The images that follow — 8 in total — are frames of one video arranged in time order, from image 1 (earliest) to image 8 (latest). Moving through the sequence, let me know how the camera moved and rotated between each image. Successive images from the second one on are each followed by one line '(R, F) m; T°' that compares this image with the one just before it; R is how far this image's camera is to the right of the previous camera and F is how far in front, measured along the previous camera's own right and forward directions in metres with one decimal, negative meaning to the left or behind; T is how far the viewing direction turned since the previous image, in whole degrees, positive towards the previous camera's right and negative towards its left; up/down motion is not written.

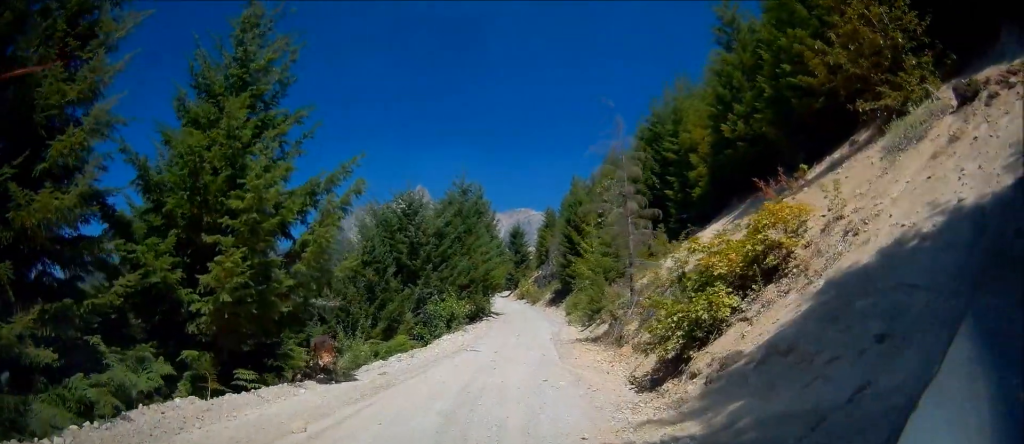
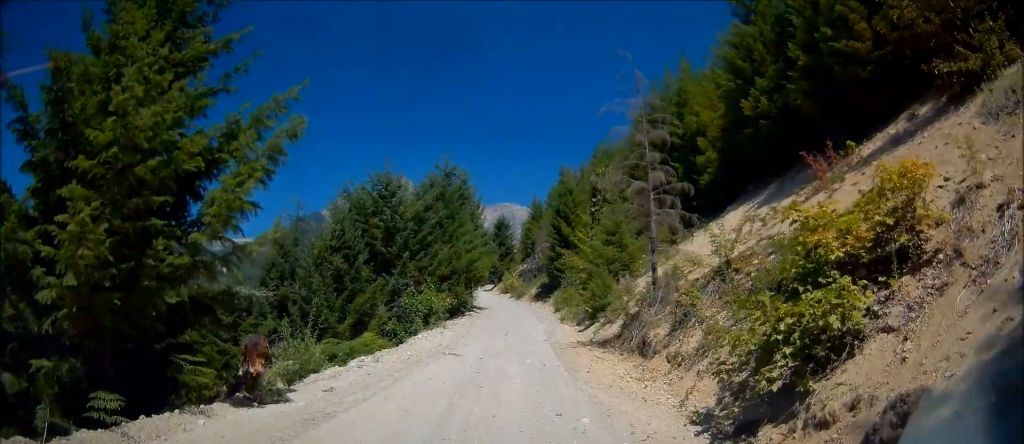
(+0.3, +4.2) m; +2°
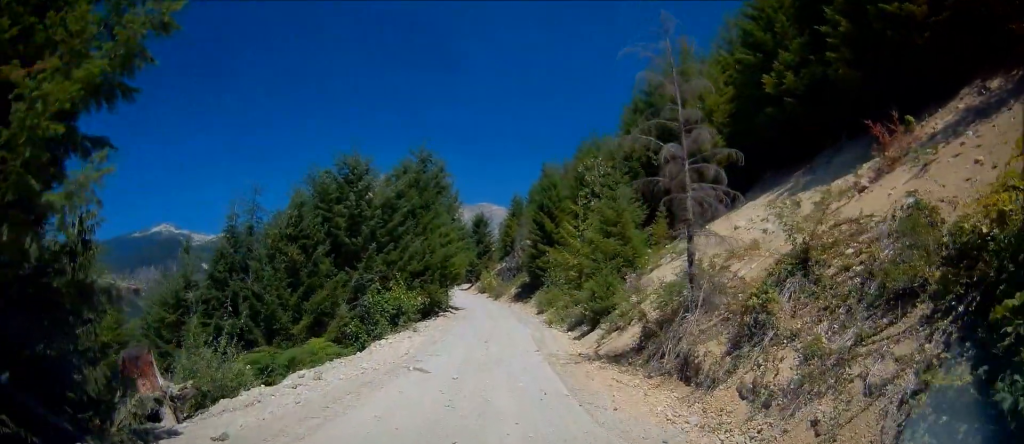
(0.0, +4.2) m; +1°
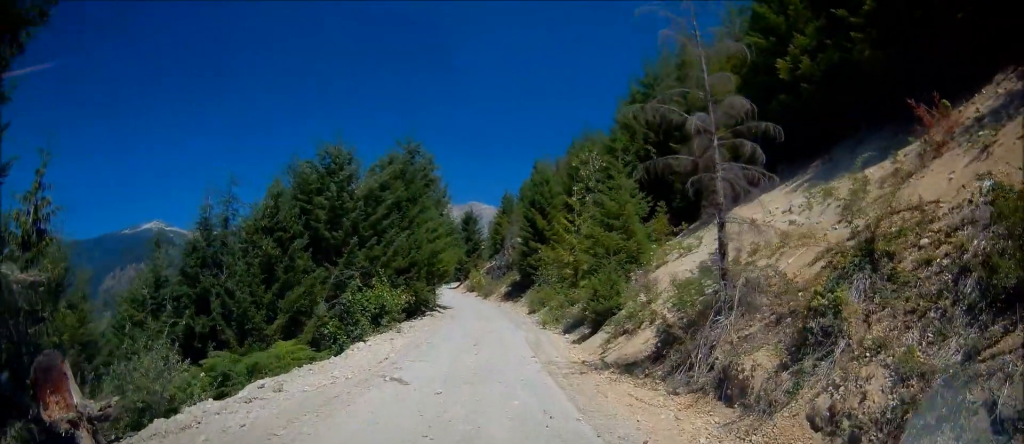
(-0.2, +2.0) m; 0°
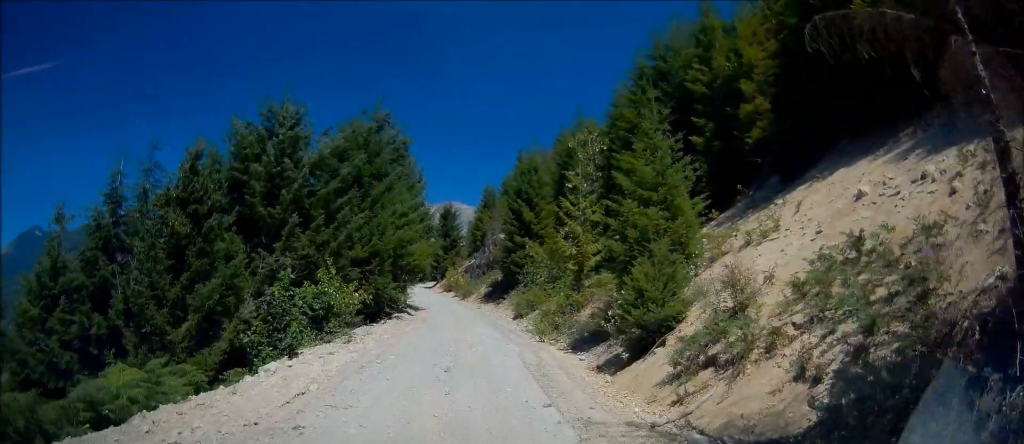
(+0.5, +6.4) m; +5°
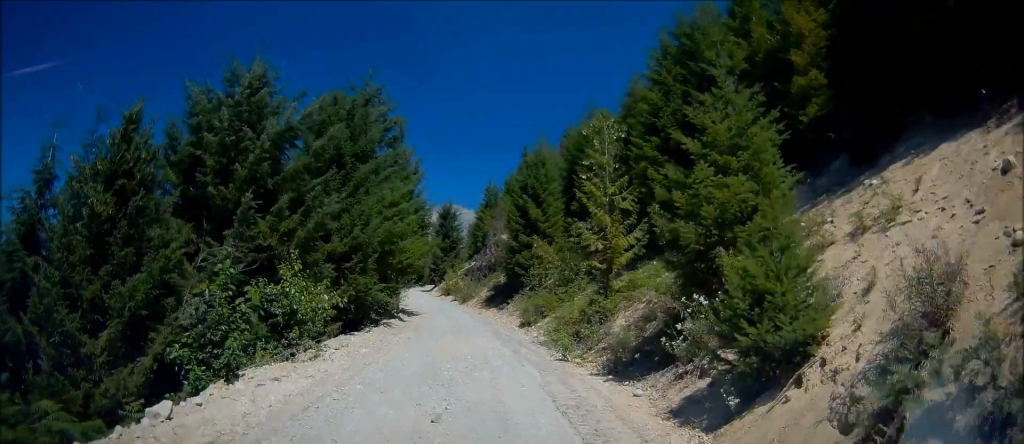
(0.0, +4.6) m; -2°
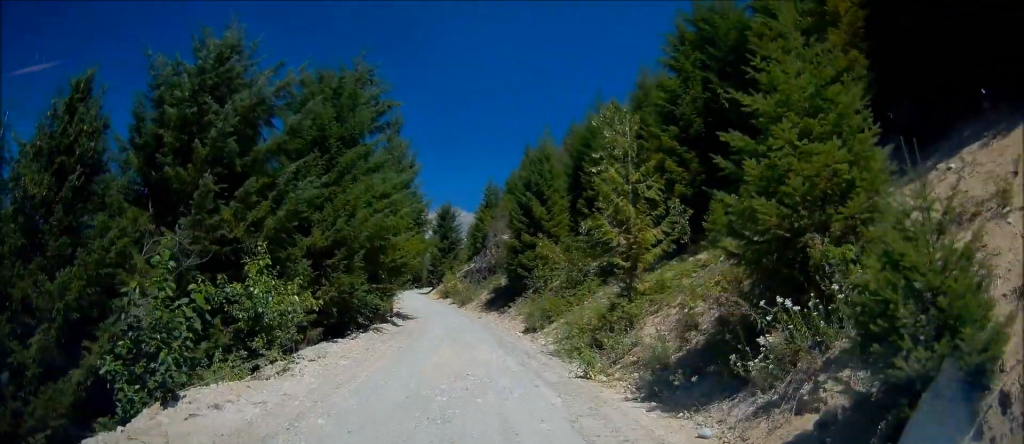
(-0.2, +2.6) m; +3°
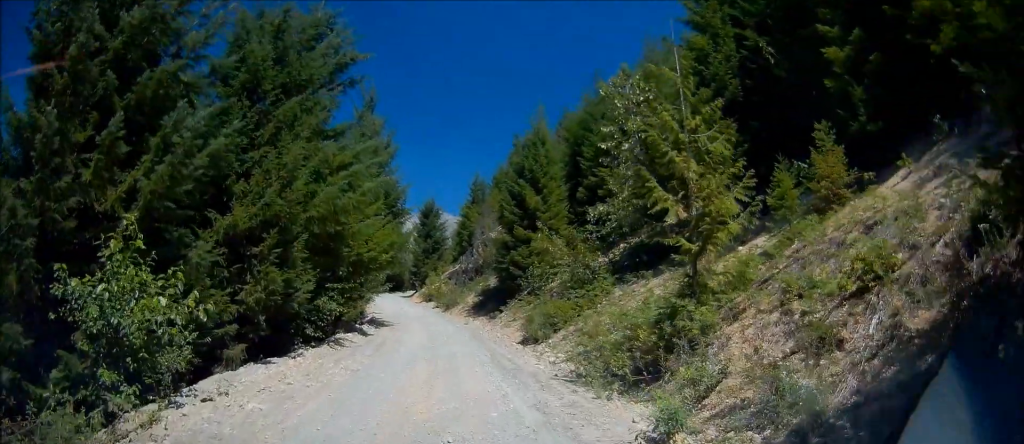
(+0.5, +5.3) m; +5°
